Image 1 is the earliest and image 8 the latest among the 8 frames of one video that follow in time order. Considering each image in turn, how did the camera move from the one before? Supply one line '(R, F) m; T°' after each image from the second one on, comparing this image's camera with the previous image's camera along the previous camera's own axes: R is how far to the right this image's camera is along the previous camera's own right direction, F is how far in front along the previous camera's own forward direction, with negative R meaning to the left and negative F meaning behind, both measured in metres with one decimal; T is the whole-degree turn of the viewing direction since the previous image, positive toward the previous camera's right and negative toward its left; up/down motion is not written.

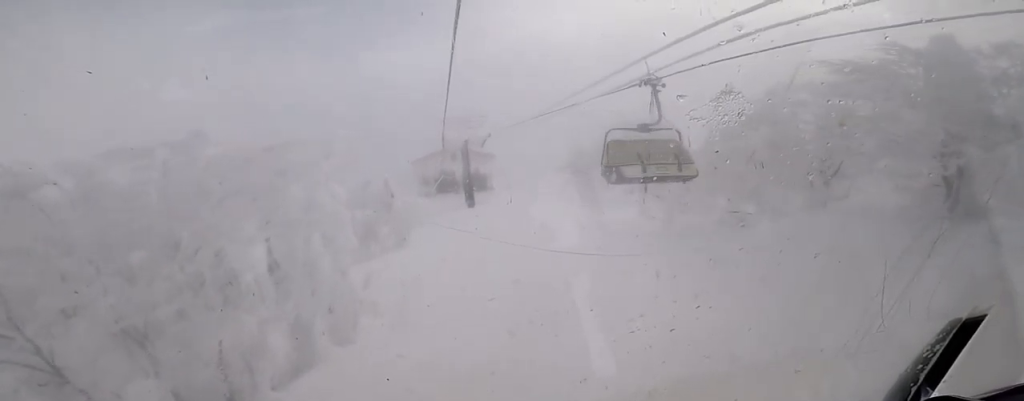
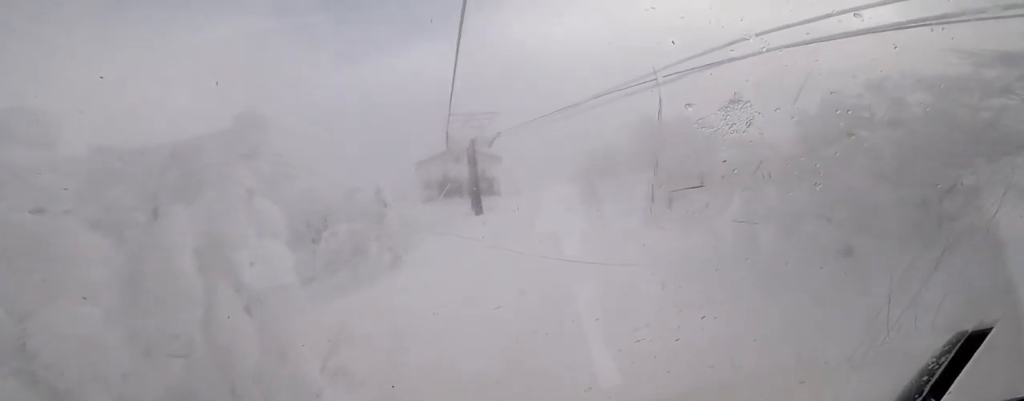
(0.0, +4.9) m; 0°
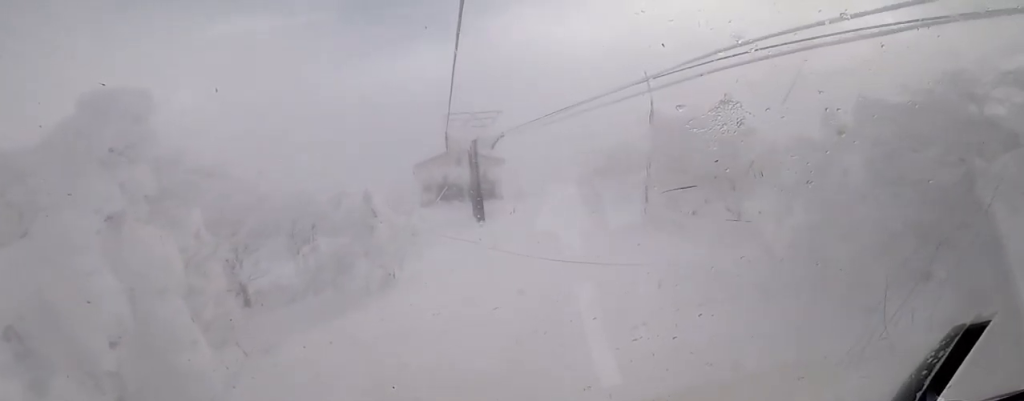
(0.0, +3.0) m; 0°
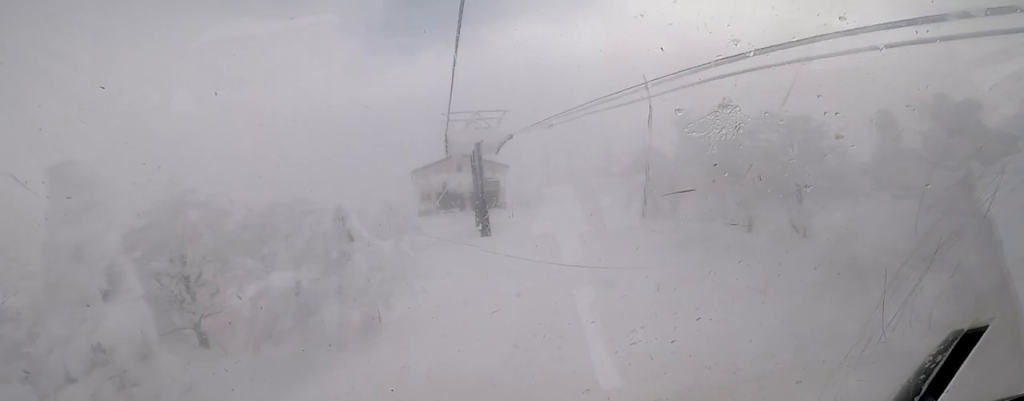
(0.0, +4.6) m; 0°
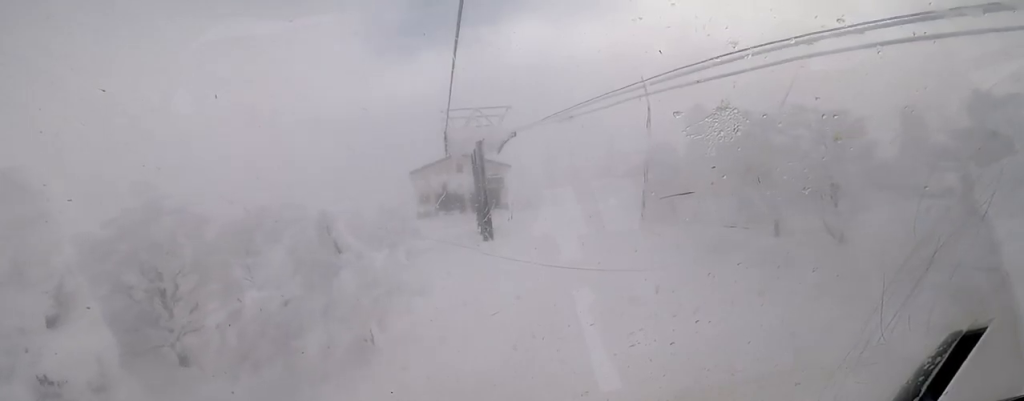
(0.0, +1.9) m; 0°
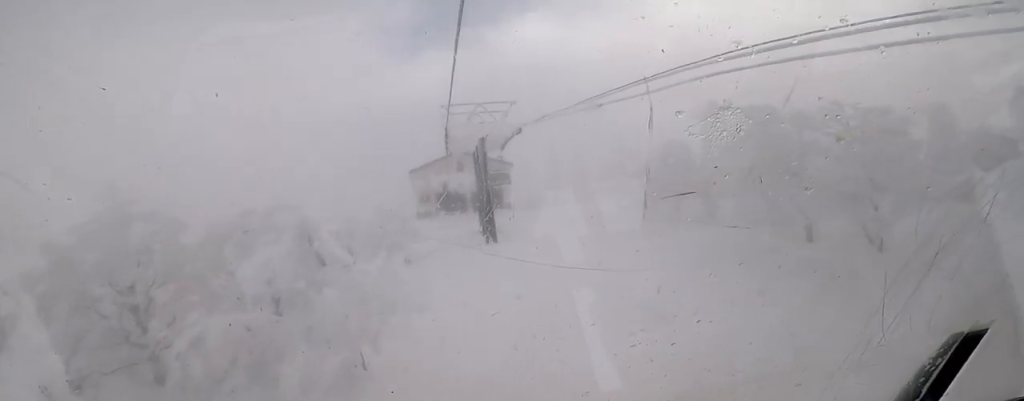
(0.0, +1.7) m; 0°
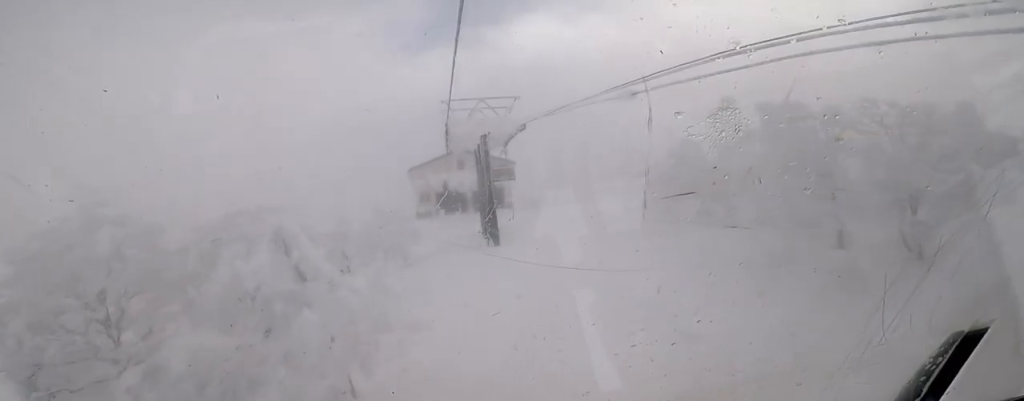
(0.0, +1.4) m; 0°
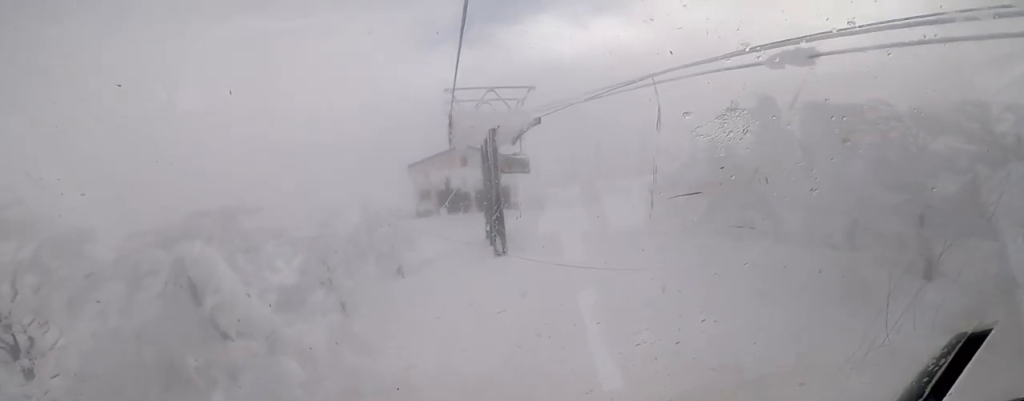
(0.0, +3.1) m; 0°
